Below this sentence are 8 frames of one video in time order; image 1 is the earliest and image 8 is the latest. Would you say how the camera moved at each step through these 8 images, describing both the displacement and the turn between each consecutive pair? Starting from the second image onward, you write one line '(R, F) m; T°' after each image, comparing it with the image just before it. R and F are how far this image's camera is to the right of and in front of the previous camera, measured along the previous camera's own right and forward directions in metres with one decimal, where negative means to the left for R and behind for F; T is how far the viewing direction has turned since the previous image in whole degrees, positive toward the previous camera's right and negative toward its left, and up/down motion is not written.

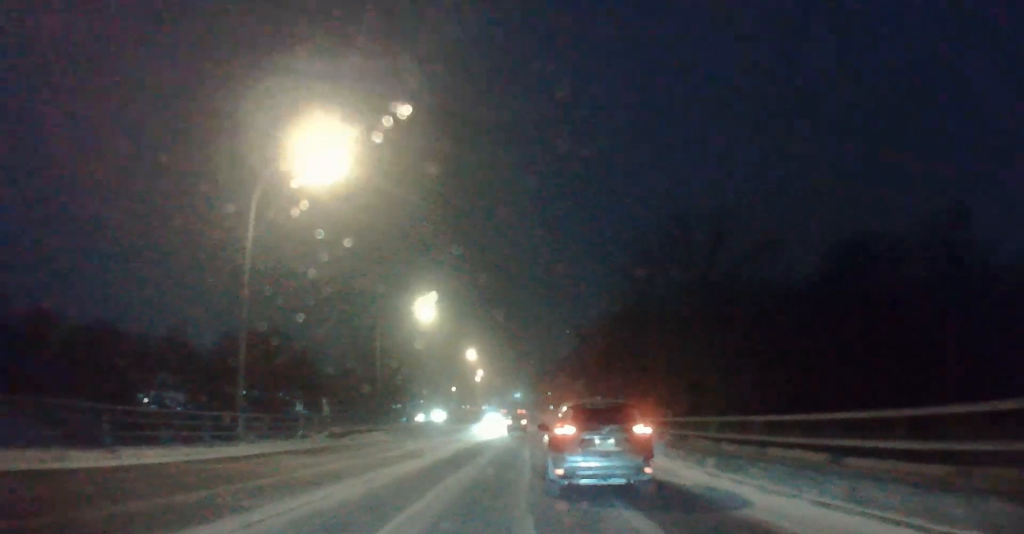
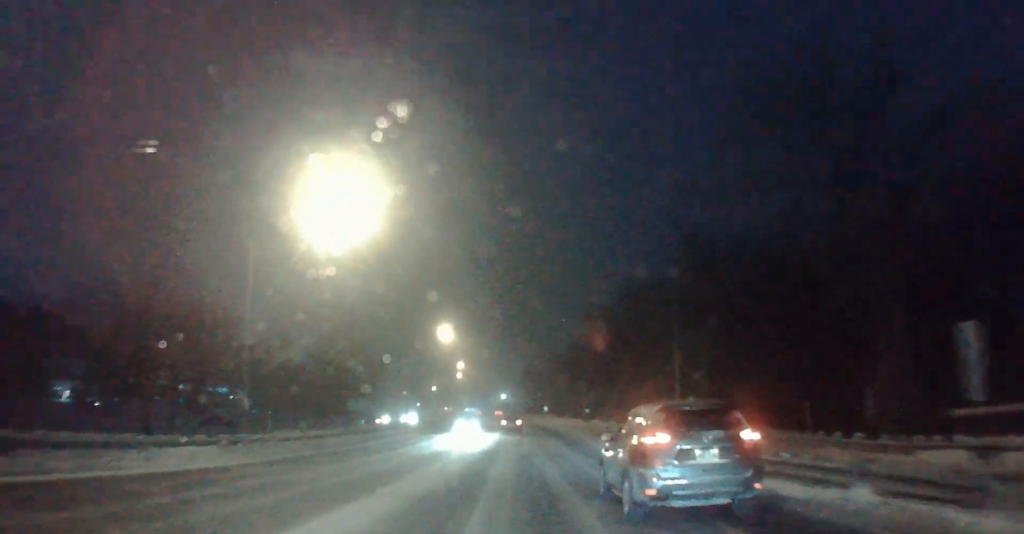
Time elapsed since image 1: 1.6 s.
(+0.2, +27.9) m; +1°
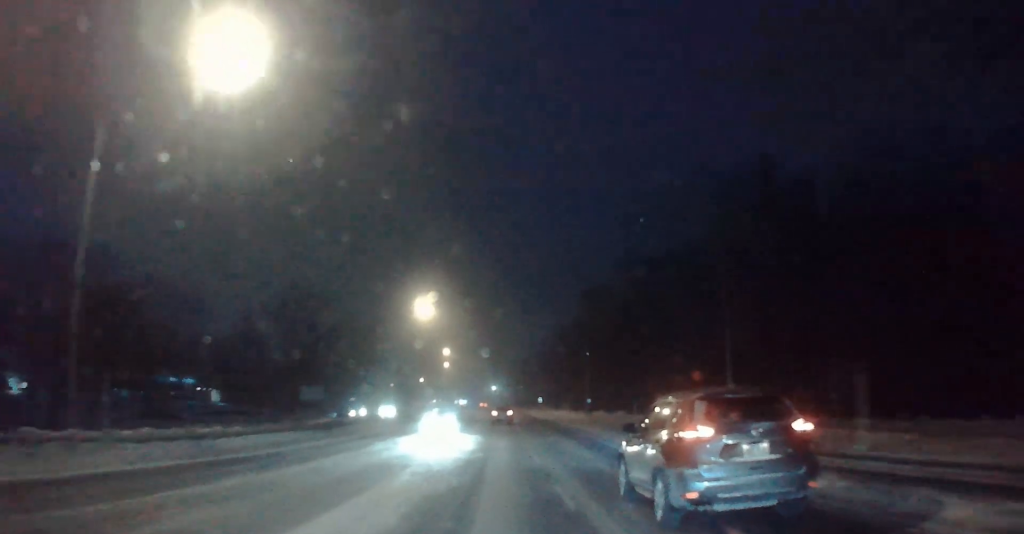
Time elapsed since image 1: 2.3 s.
(0.0, +12.5) m; -1°
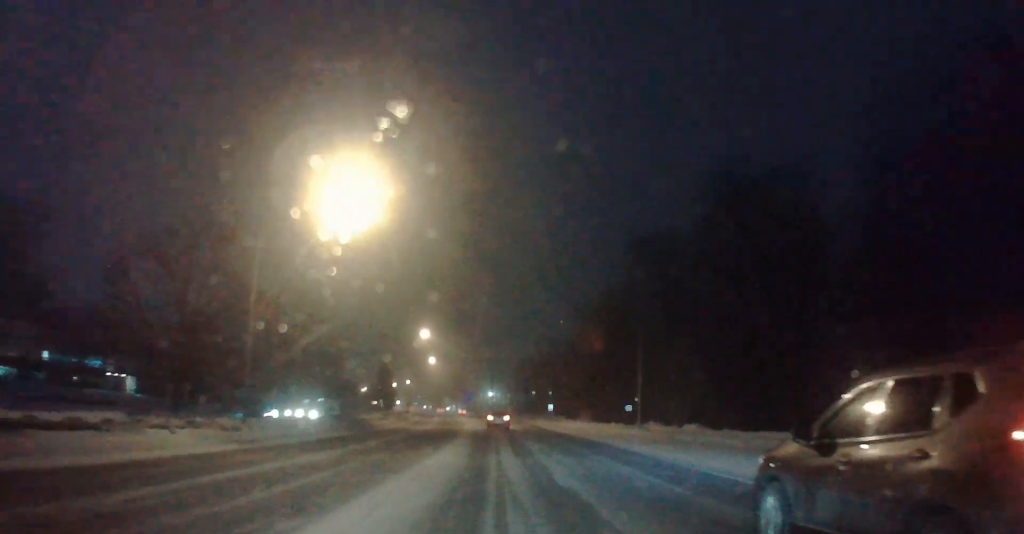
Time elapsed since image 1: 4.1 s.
(-0.5, +32.6) m; -2°
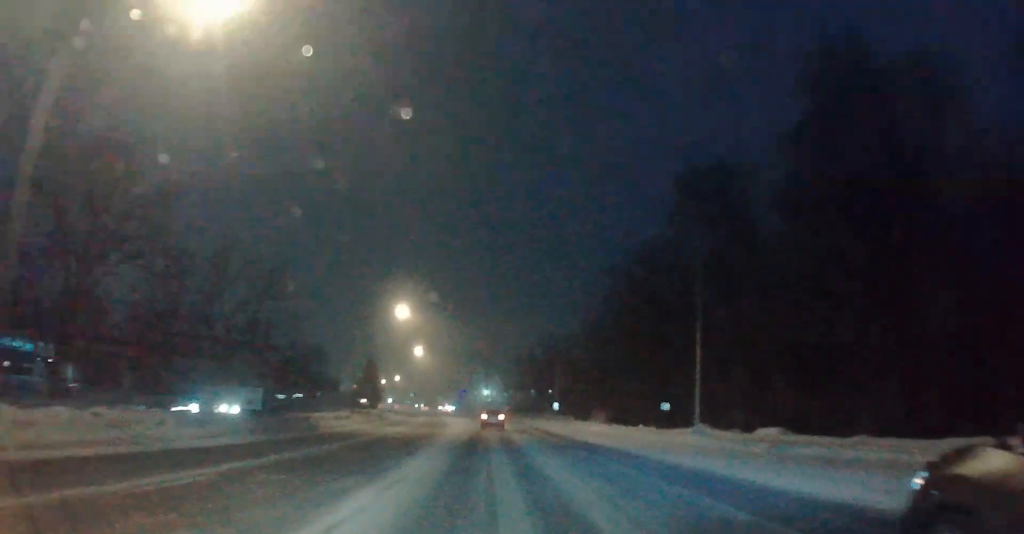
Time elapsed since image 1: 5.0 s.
(-0.2, +16.9) m; -1°
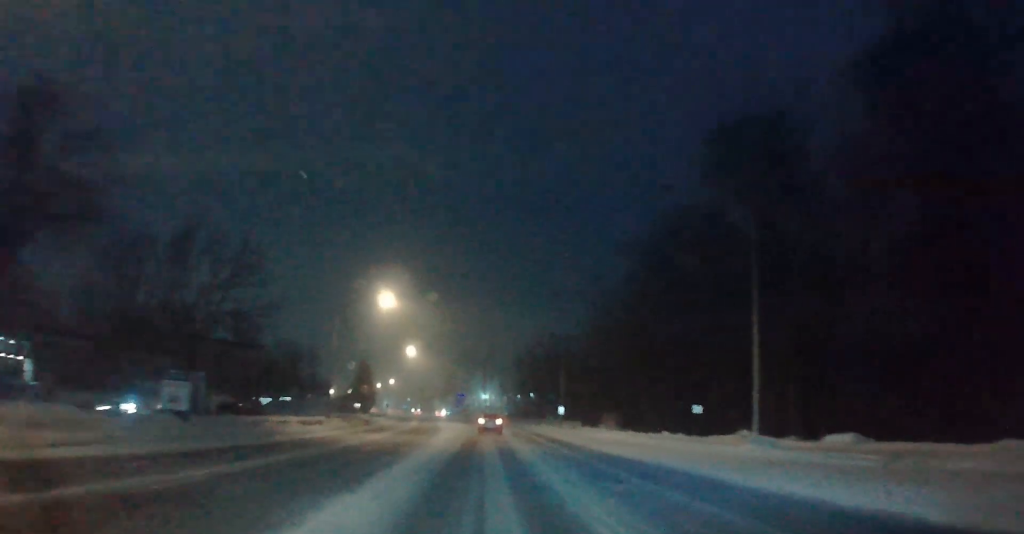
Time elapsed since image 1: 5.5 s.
(-0.2, +8.5) m; 0°
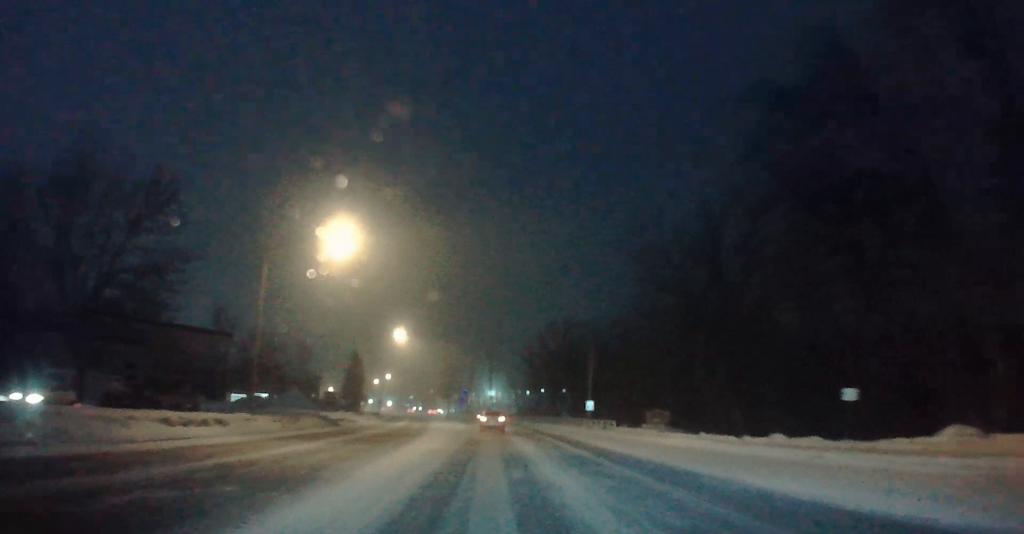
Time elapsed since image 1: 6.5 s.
(+0.2, +19.2) m; 0°
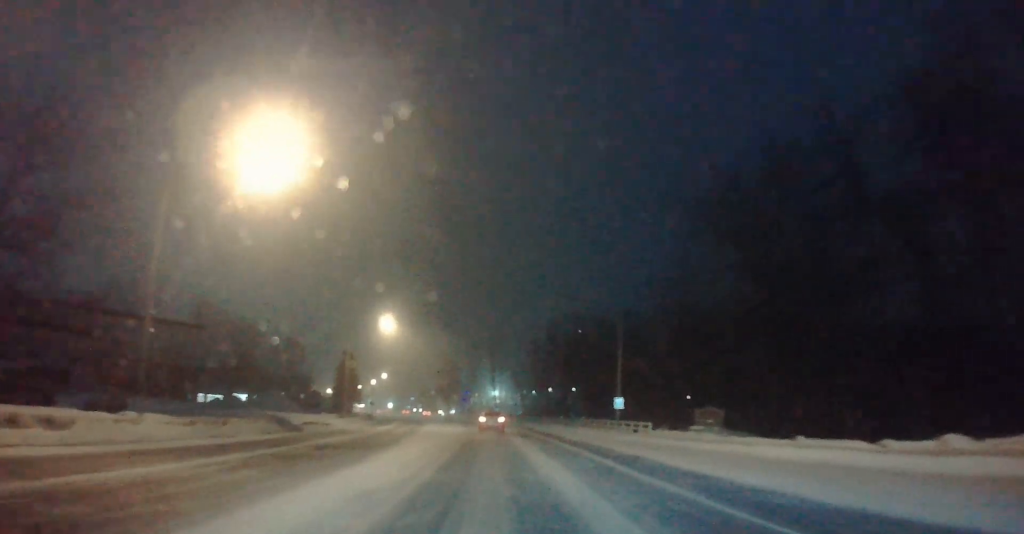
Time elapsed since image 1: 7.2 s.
(-0.1, +12.9) m; 0°
